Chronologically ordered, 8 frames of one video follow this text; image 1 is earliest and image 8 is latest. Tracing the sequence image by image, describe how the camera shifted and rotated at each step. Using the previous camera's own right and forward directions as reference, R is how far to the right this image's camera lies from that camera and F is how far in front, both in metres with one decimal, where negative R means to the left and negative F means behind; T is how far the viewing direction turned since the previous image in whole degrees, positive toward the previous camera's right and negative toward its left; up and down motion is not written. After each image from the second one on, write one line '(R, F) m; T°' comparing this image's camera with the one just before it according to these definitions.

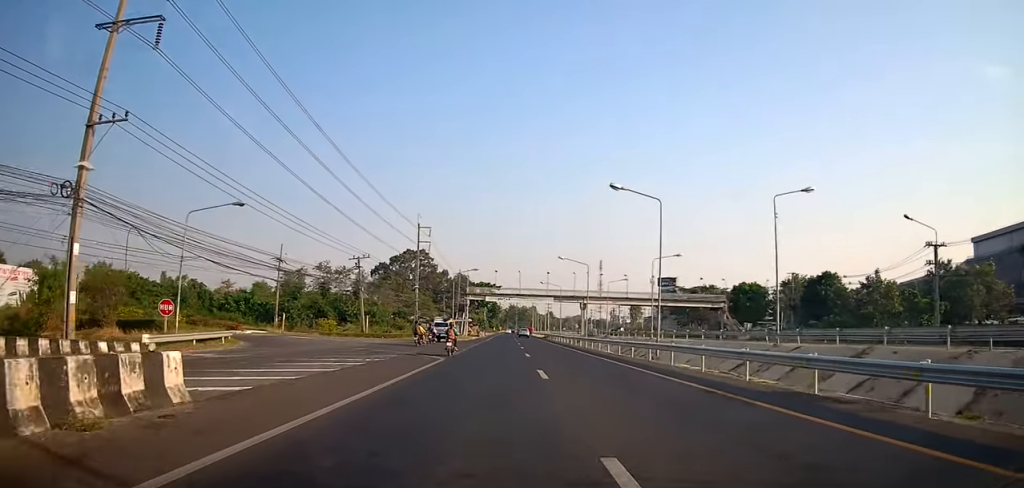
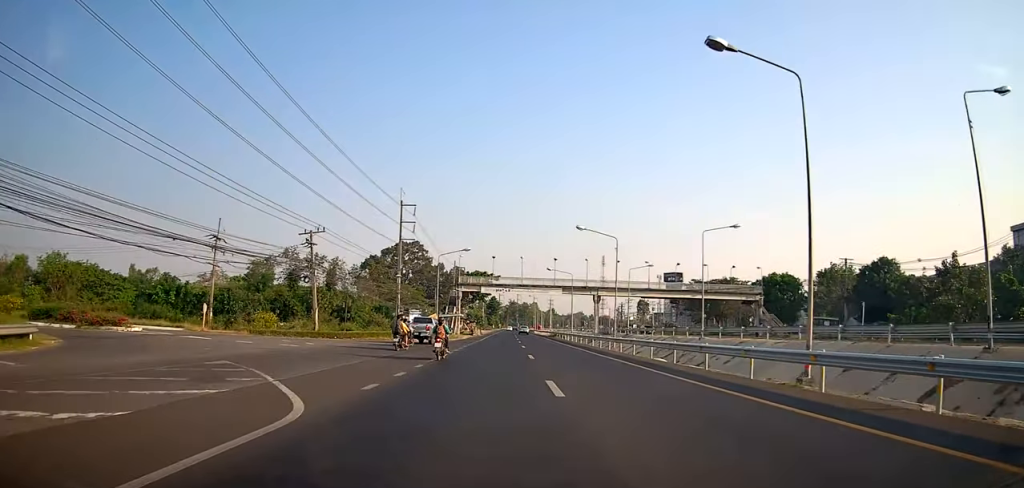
(+0.6, +16.5) m; +2°
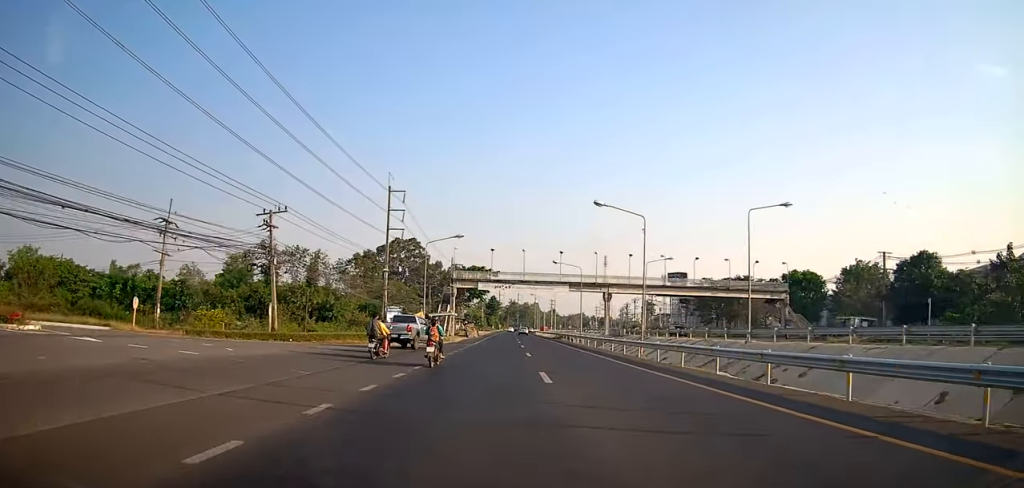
(0.0, +9.6) m; 0°
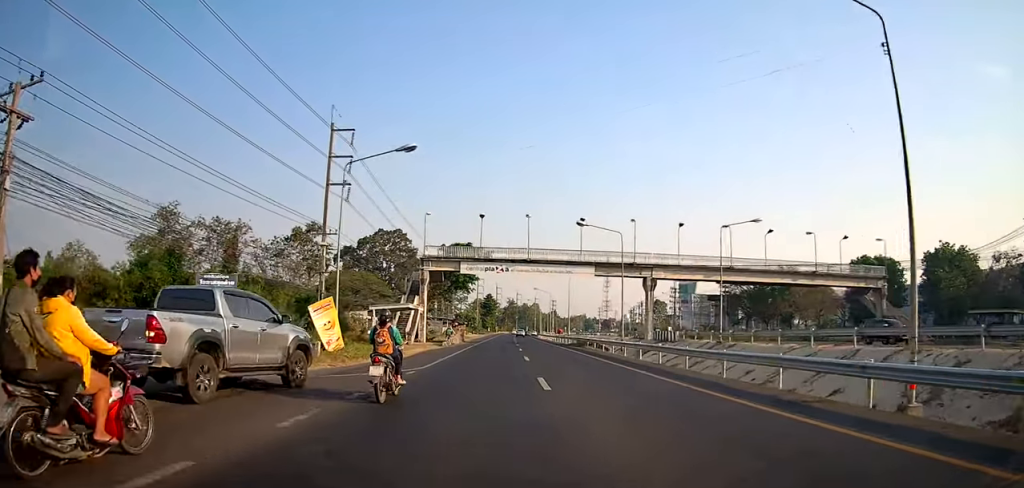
(-0.1, +25.2) m; 0°
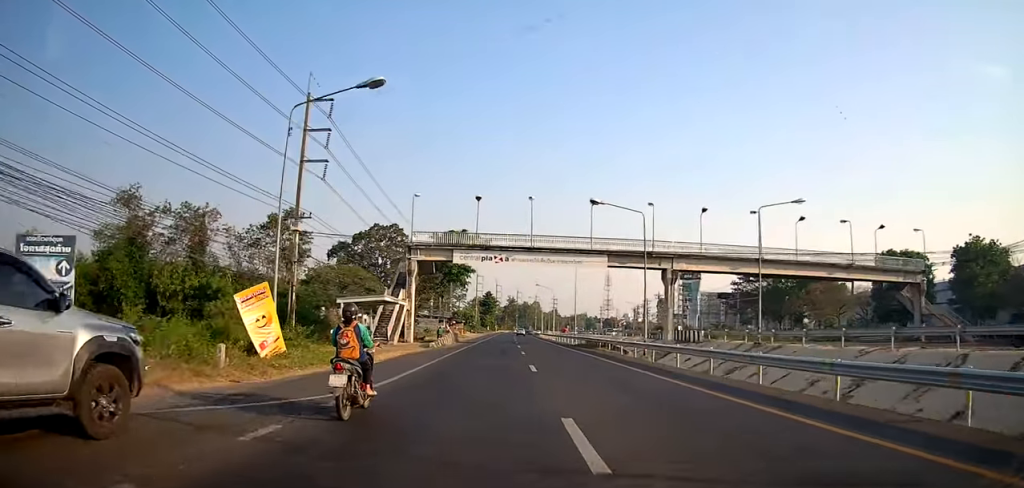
(0.0, +6.9) m; 0°
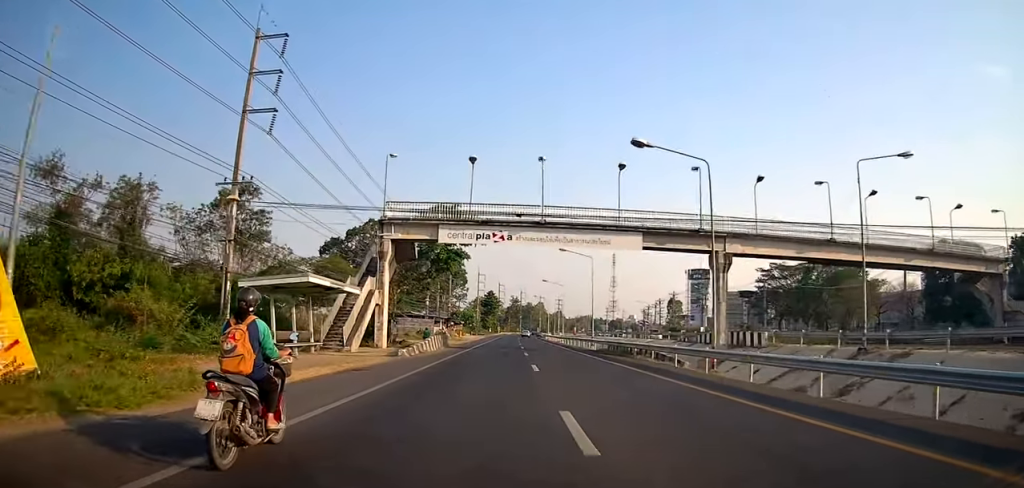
(0.0, +11.2) m; 0°
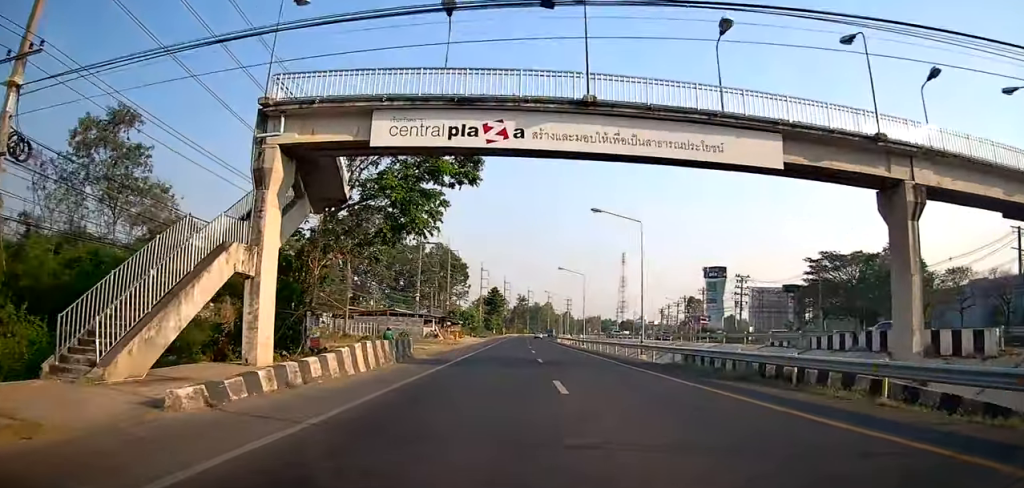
(0.0, +17.7) m; 0°
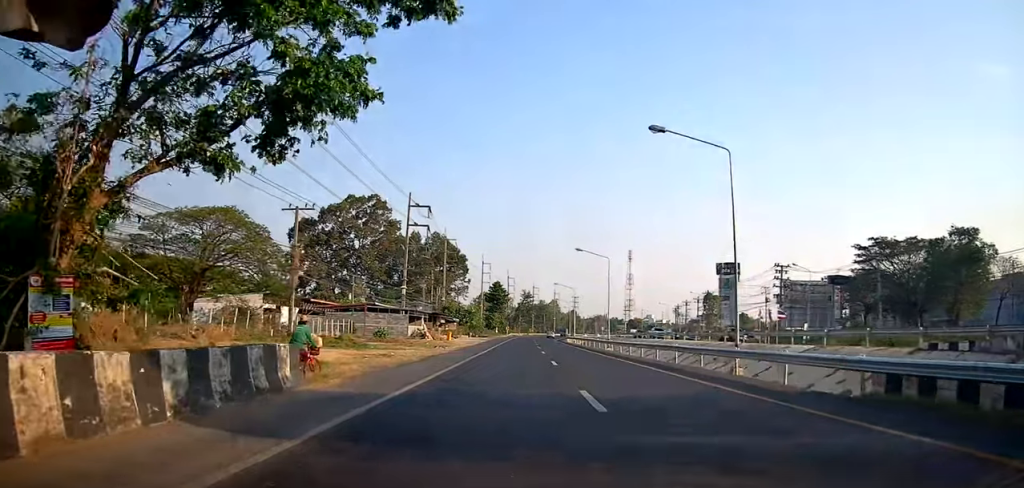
(0.0, +14.4) m; 0°
